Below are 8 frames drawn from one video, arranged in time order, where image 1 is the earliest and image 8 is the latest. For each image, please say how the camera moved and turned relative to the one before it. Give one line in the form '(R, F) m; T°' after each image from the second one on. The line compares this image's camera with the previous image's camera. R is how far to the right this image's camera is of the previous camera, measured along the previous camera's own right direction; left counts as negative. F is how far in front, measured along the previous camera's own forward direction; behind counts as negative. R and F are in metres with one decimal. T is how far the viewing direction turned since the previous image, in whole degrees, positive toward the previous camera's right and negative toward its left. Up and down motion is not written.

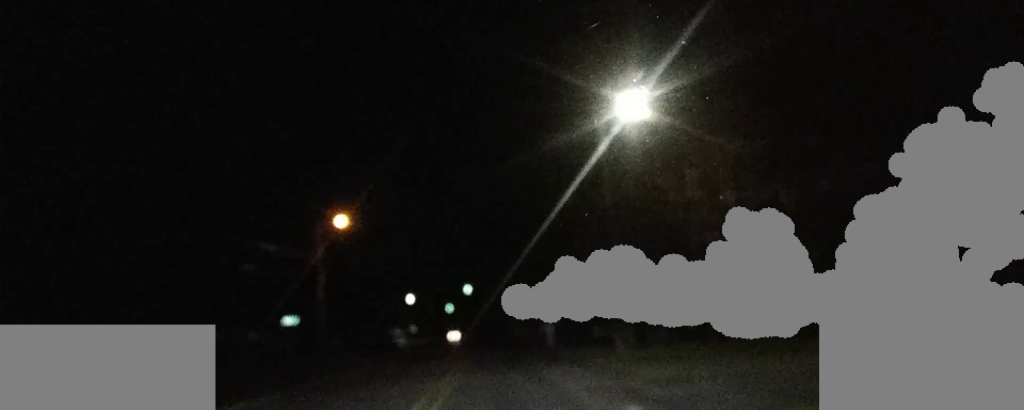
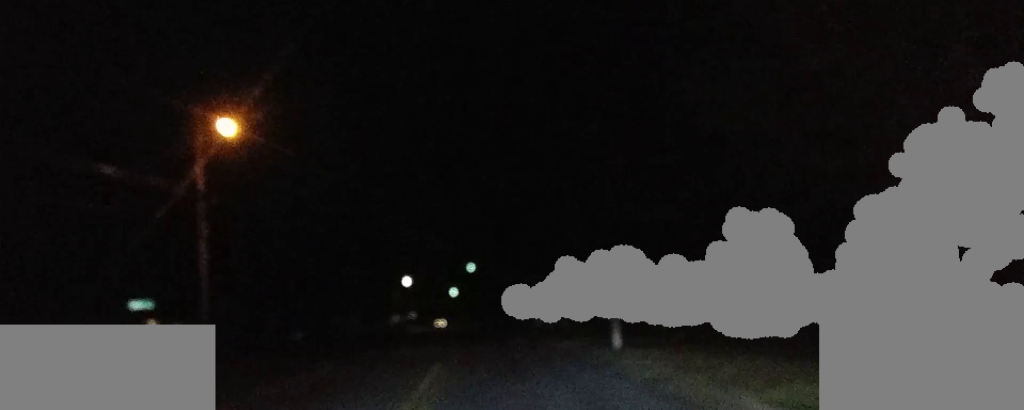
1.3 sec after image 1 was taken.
(-0.2, +25.2) m; -1°
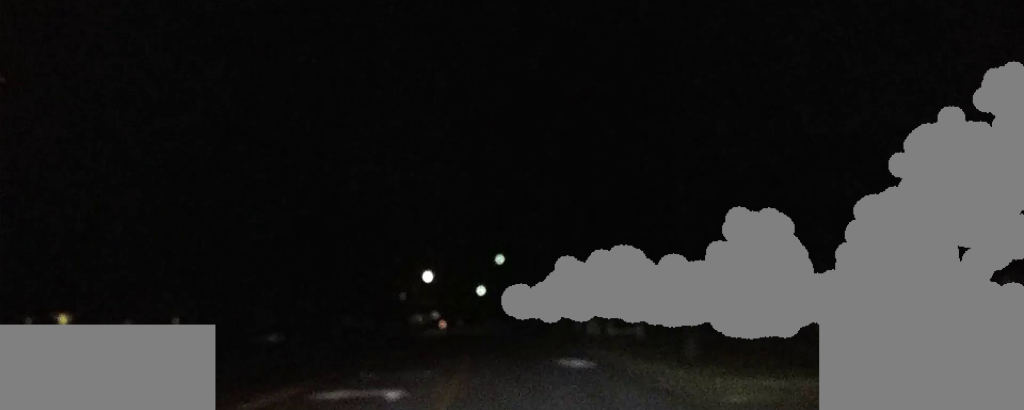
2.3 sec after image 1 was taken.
(-0.1, +17.4) m; -1°
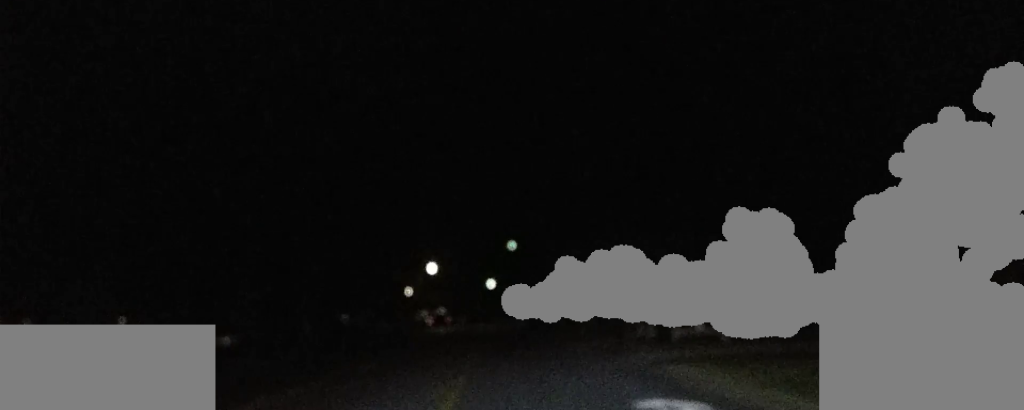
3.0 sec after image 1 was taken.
(-0.1, +12.2) m; -1°
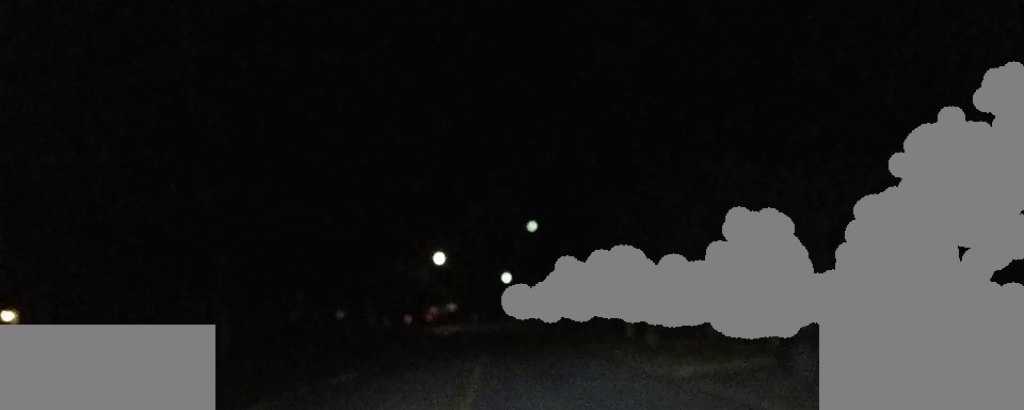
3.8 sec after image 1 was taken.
(-0.1, +16.4) m; -1°
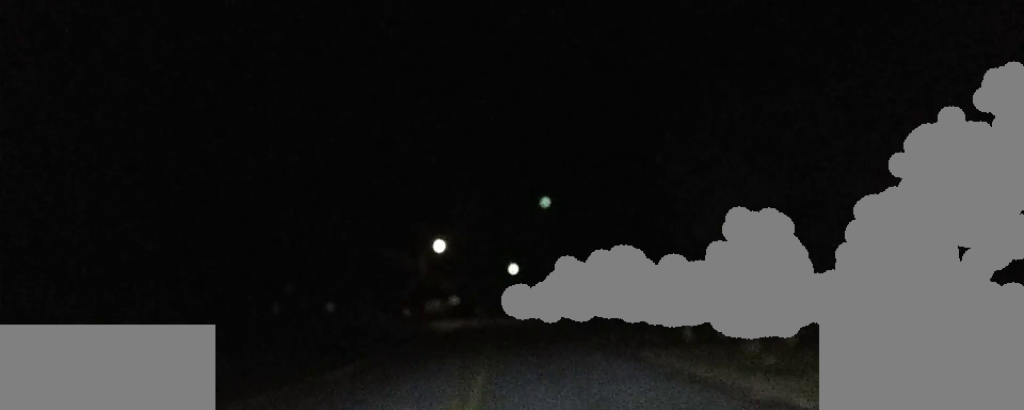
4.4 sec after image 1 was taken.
(-0.1, +12.5) m; 0°
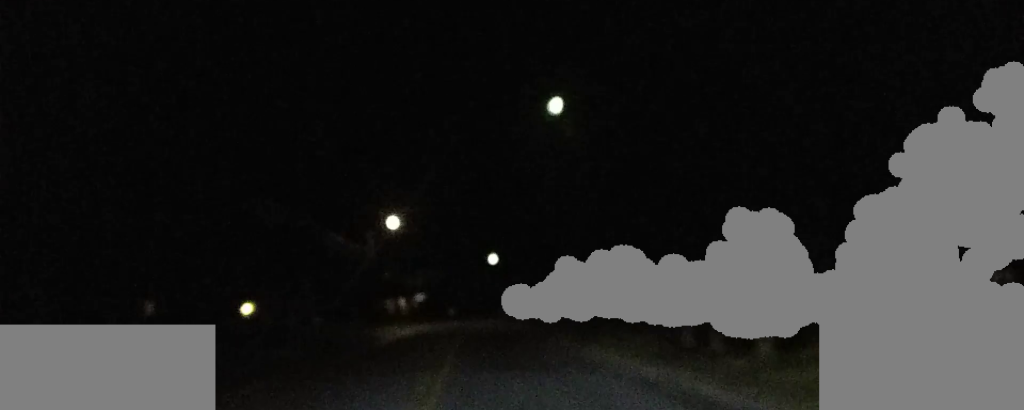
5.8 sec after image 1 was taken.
(-0.1, +28.8) m; 0°
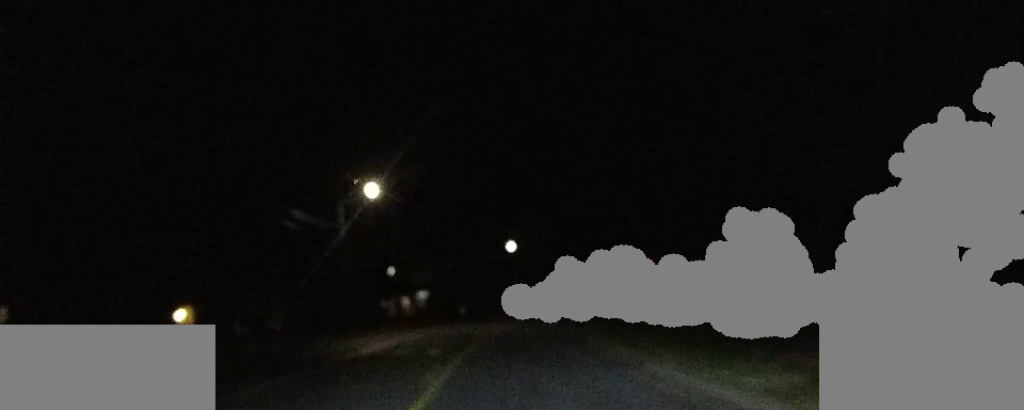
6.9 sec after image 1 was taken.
(0.0, +19.8) m; 0°
